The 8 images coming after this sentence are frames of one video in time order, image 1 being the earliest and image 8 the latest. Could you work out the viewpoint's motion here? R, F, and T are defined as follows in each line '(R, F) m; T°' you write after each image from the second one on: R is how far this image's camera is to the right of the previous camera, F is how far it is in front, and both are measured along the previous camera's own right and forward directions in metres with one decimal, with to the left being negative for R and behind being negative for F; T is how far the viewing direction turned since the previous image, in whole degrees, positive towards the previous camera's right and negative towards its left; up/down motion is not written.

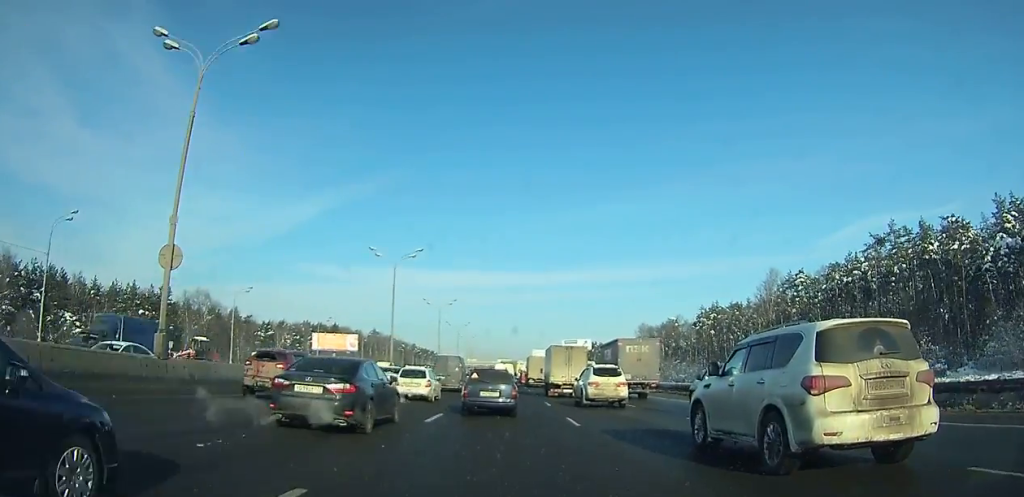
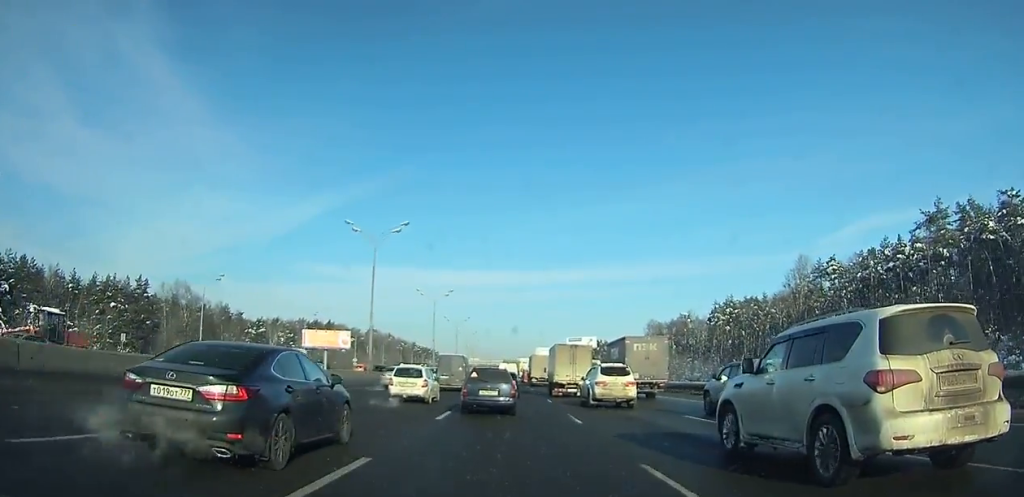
(-0.1, +9.7) m; 0°
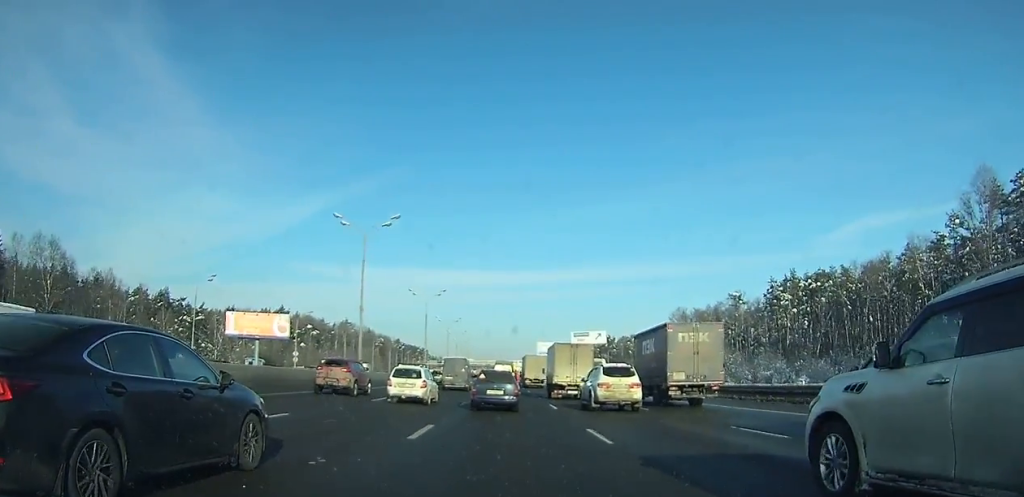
(+0.1, +40.8) m; 0°
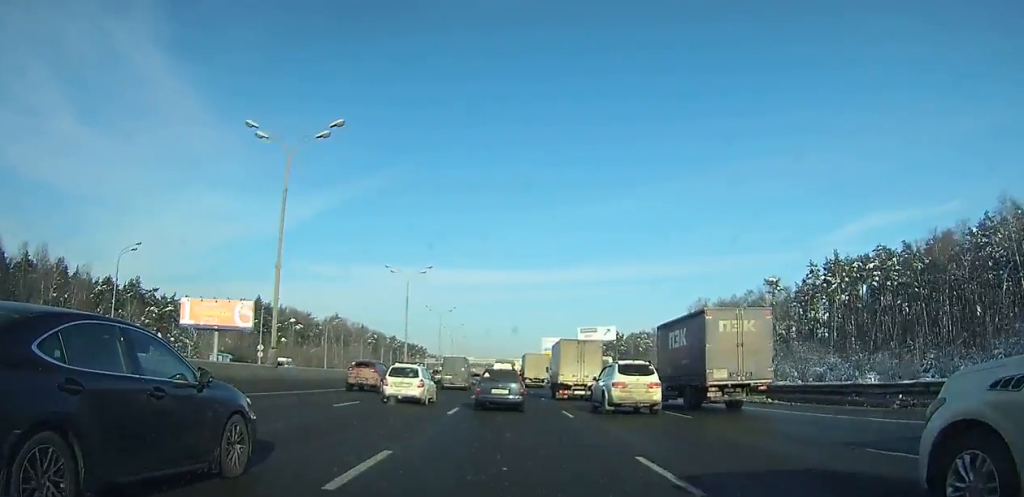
(0.0, +15.9) m; 0°
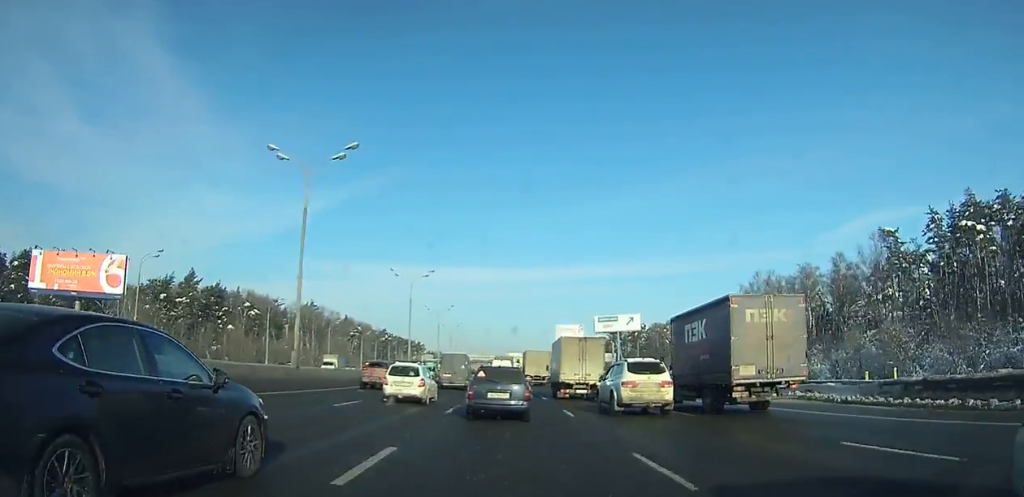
(0.0, +34.9) m; 0°
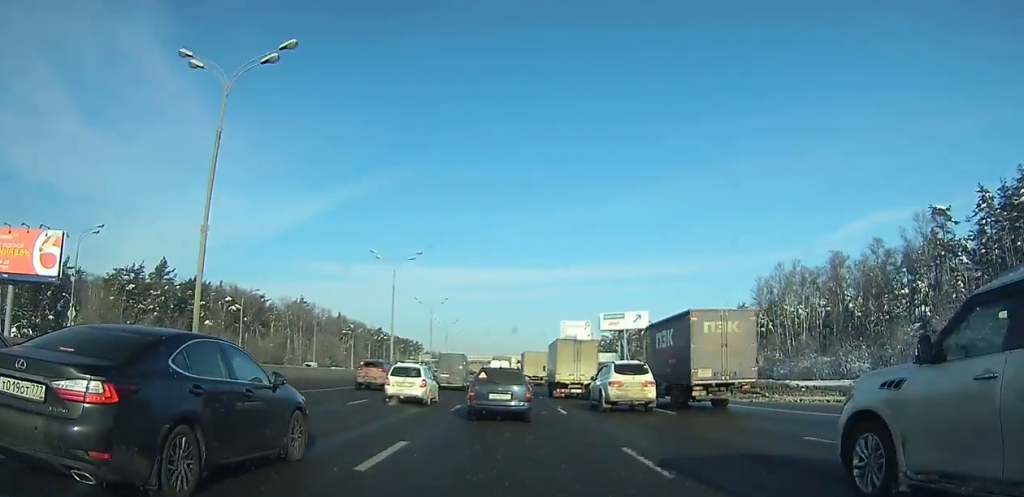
(0.0, +12.1) m; 0°
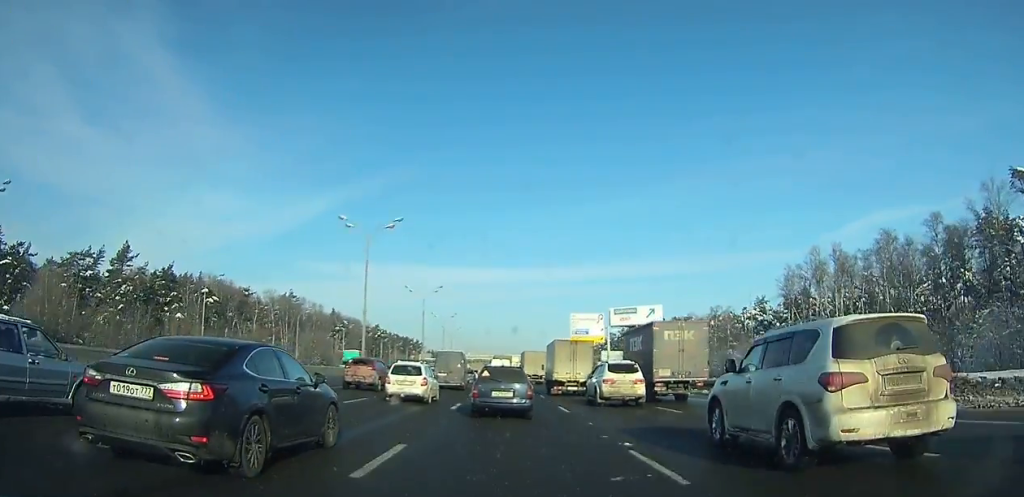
(0.0, +14.3) m; 0°
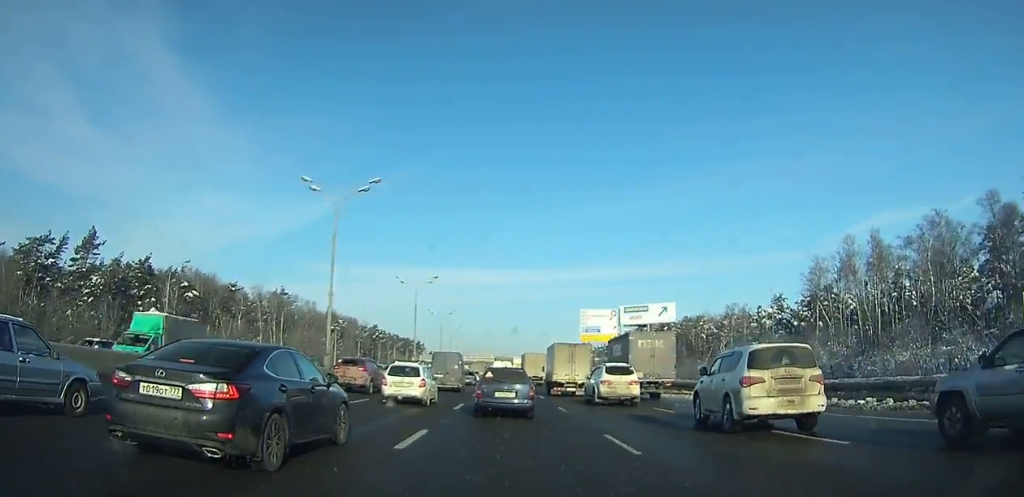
(0.0, +10.7) m; 0°
